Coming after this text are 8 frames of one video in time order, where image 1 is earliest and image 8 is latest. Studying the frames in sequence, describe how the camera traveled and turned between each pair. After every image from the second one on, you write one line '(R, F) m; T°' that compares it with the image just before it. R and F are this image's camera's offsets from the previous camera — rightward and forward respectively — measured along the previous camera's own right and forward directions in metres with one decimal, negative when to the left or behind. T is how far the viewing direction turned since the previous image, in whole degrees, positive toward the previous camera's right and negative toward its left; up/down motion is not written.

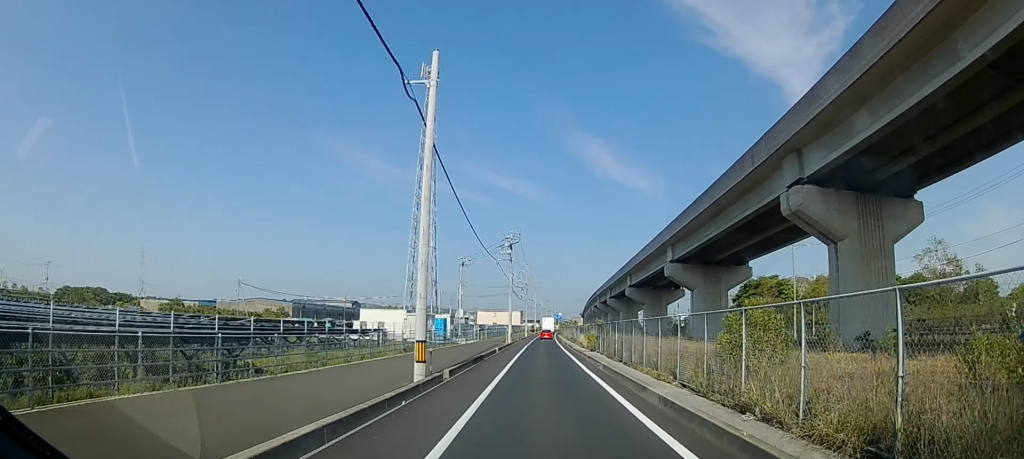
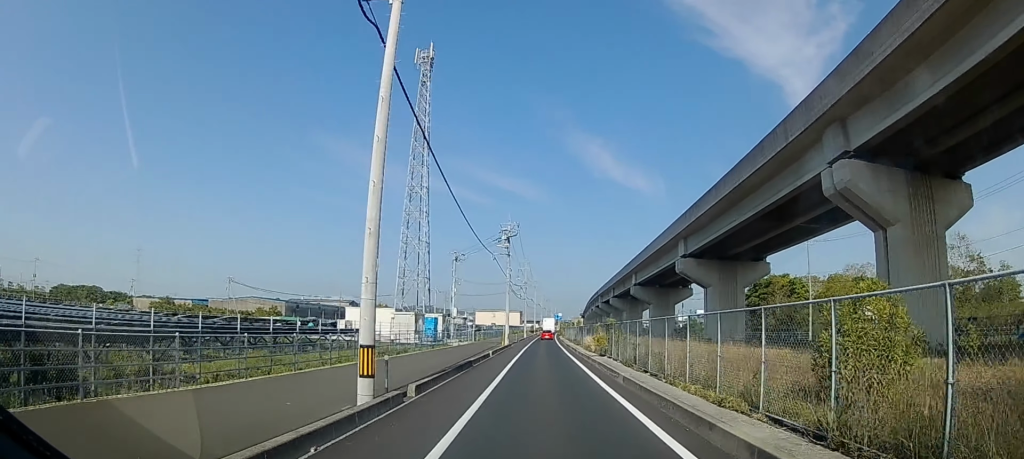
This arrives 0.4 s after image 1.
(+0.1, +5.7) m; +1°
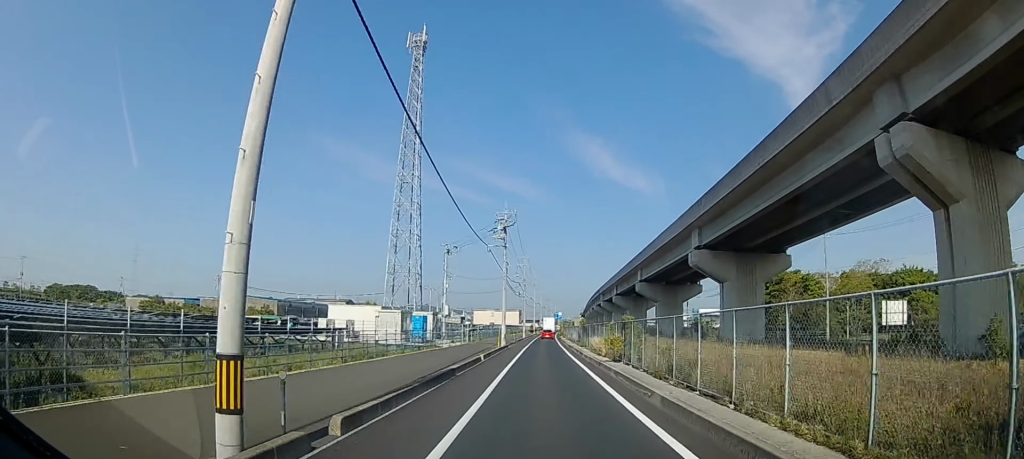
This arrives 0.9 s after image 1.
(0.0, +6.1) m; +1°
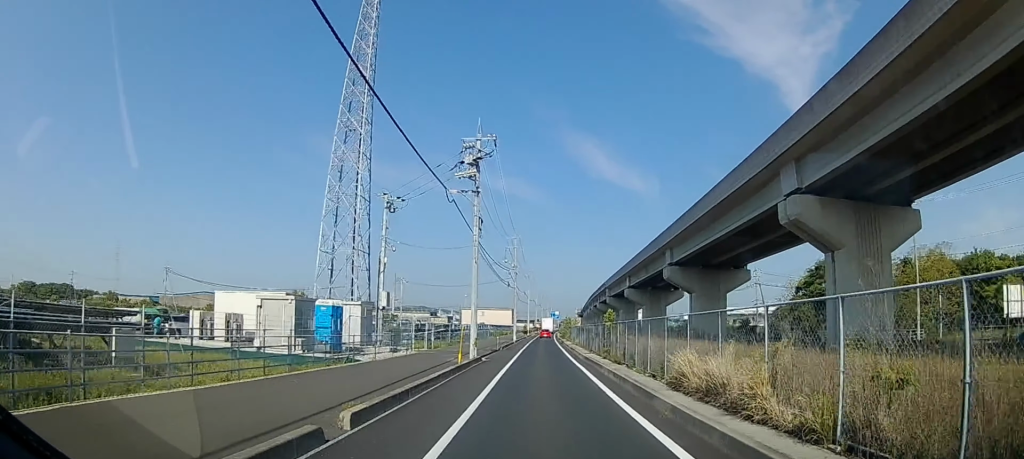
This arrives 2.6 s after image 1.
(+0.4, +19.8) m; +1°
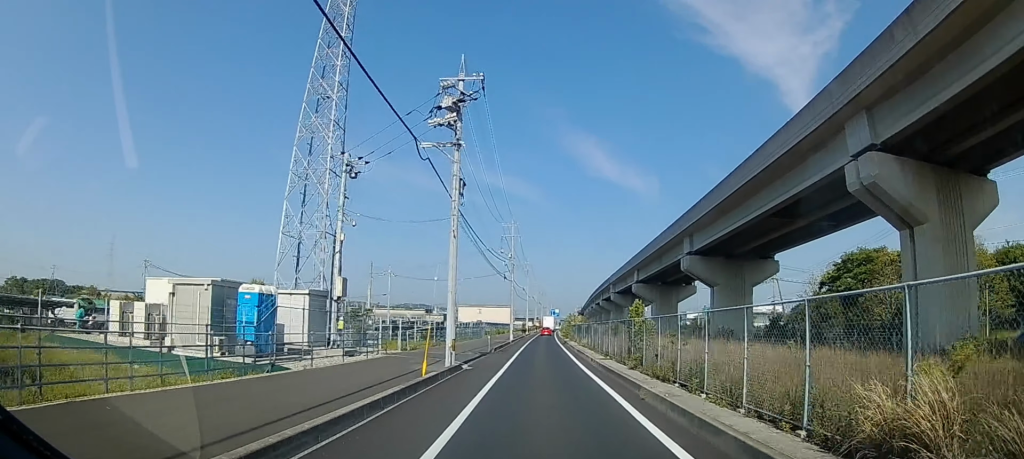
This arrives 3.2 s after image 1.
(0.0, +6.5) m; -1°
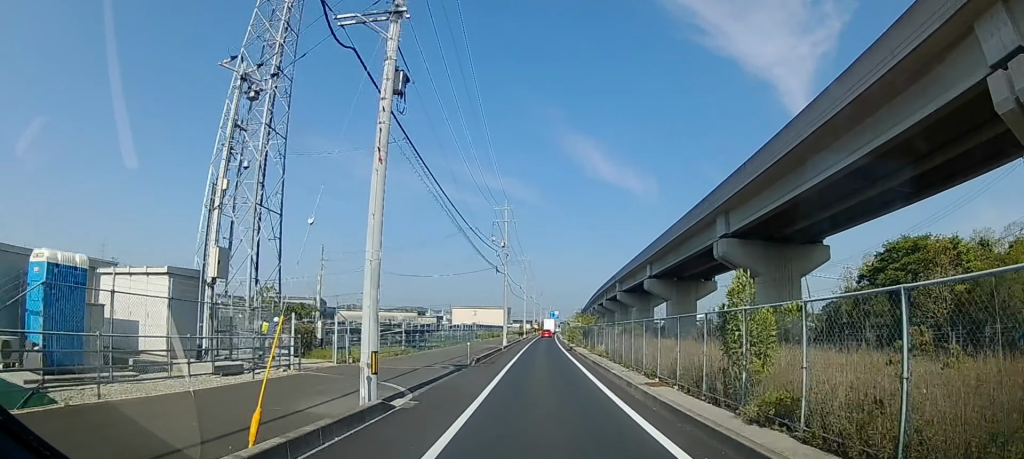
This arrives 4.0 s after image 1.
(-0.1, +8.1) m; -1°
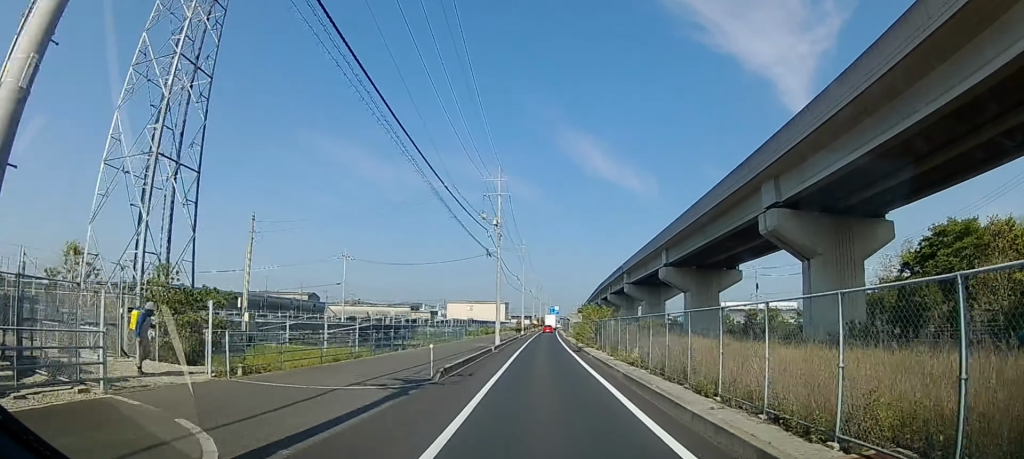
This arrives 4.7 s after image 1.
(-0.1, +7.6) m; +1°
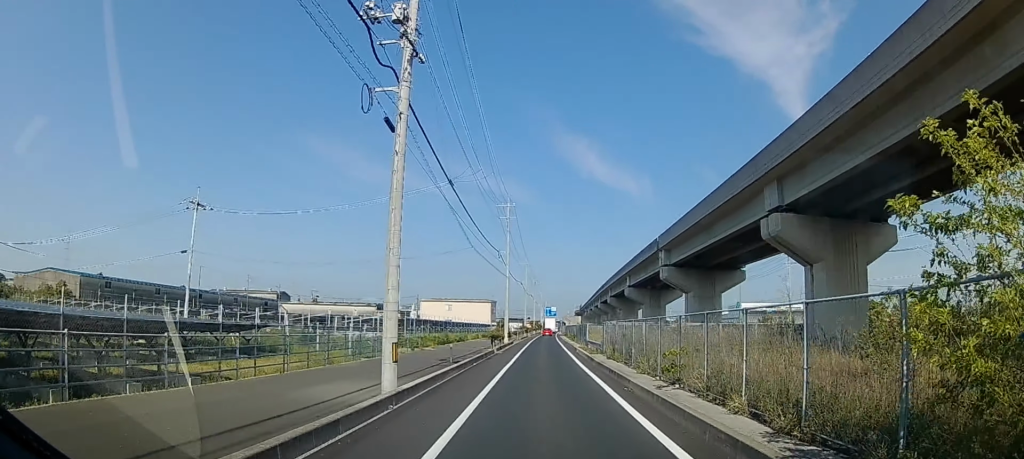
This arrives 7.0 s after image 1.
(+0.8, +27.1) m; +2°
